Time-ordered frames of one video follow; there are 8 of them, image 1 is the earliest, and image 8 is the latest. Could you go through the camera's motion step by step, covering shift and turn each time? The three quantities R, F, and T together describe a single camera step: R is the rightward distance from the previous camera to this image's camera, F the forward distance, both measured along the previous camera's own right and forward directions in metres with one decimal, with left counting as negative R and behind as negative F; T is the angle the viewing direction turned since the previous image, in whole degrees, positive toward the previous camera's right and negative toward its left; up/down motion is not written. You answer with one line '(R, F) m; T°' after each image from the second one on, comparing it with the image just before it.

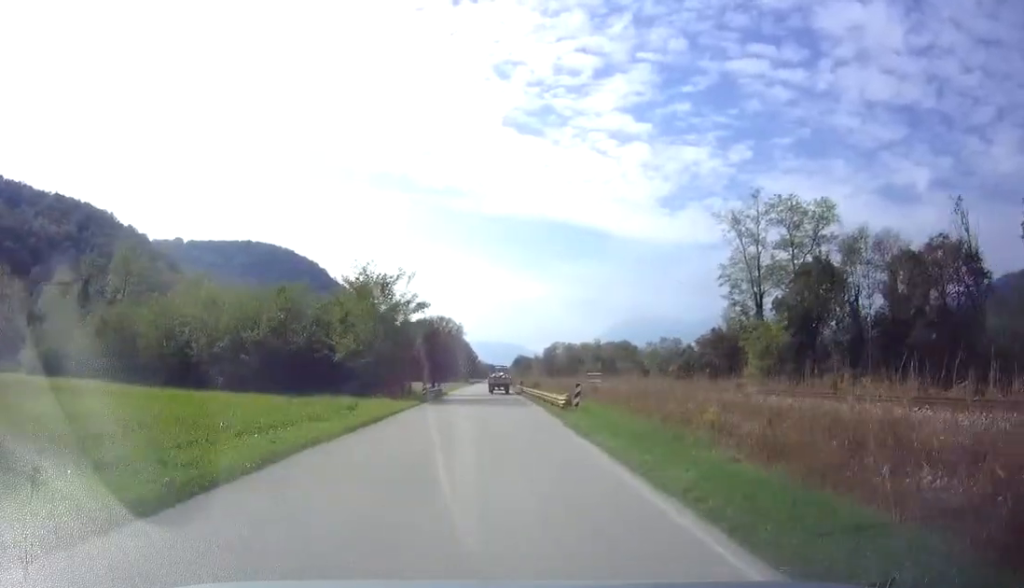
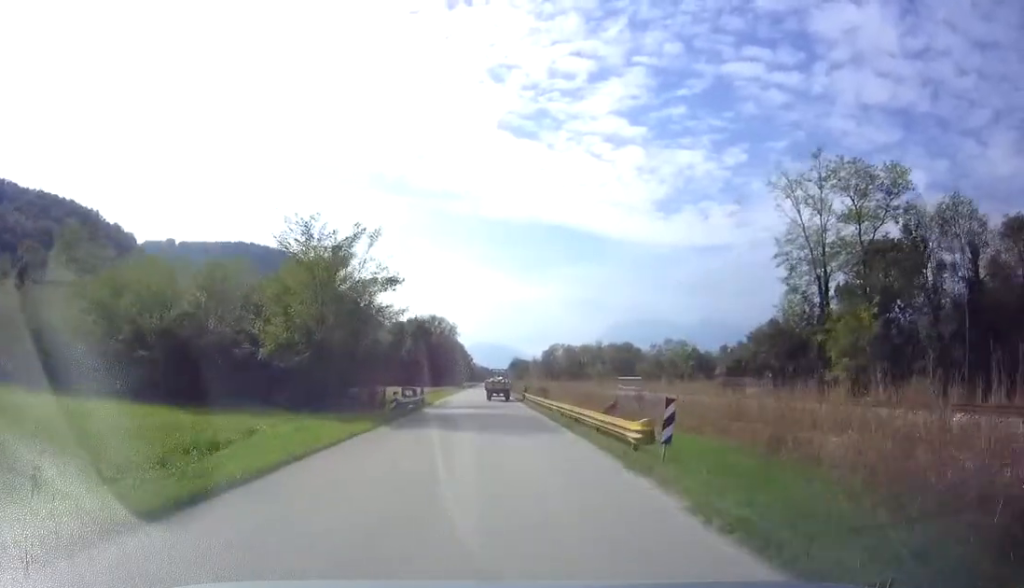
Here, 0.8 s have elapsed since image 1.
(0.0, +10.8) m; -1°
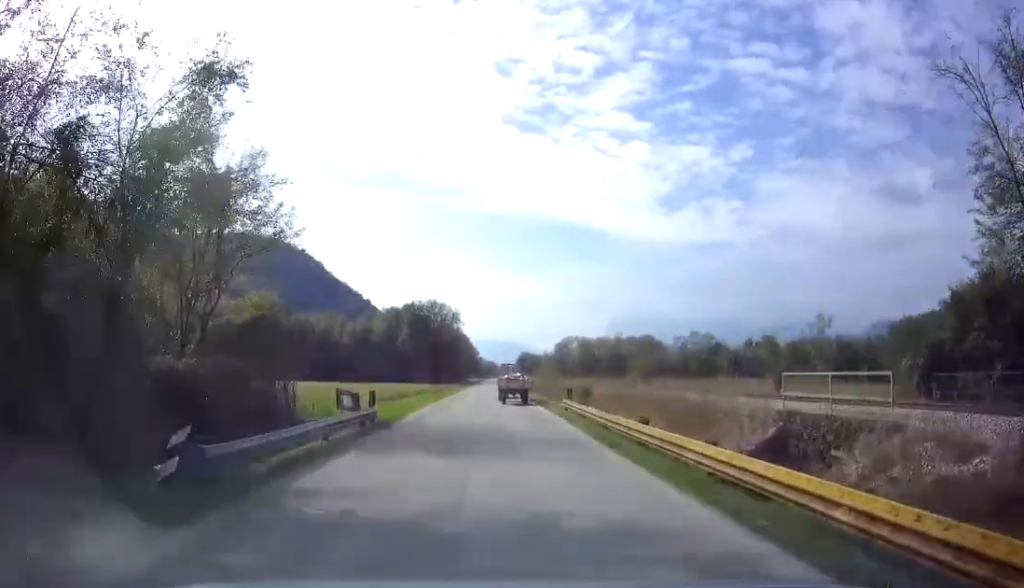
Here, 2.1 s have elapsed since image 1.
(-0.4, +18.9) m; -1°
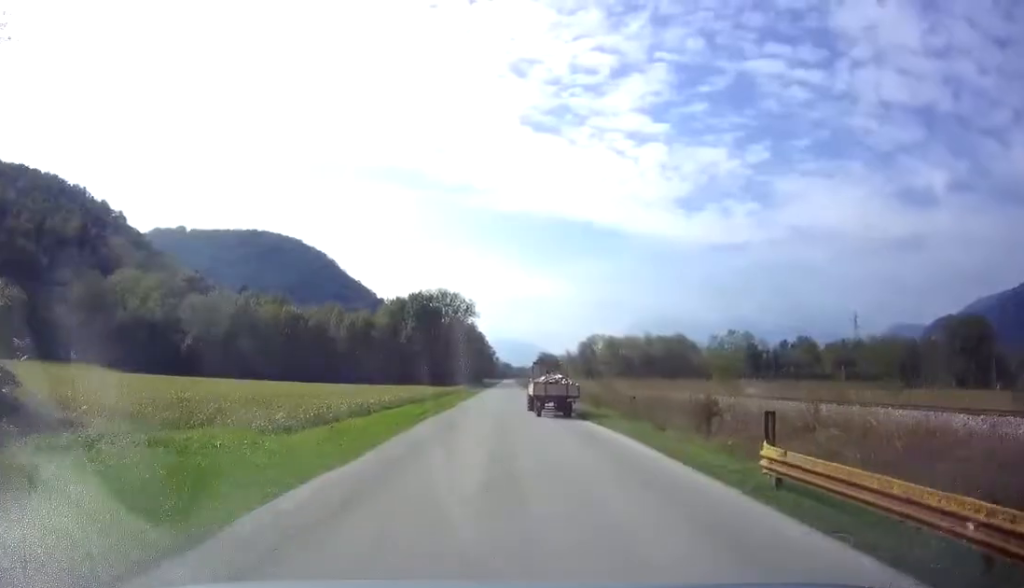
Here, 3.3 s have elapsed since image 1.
(0.0, +17.4) m; 0°
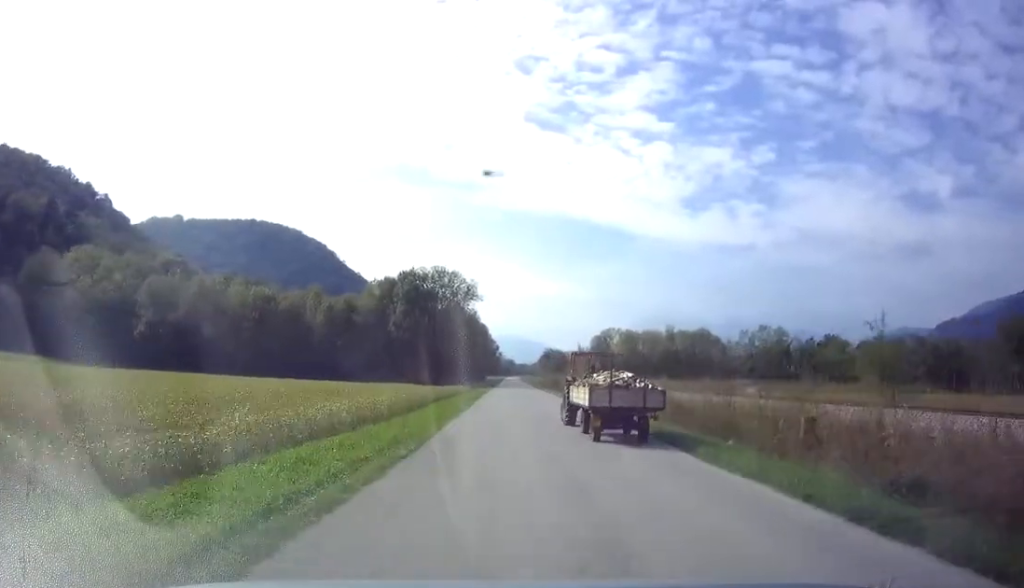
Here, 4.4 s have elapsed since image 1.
(0.0, +18.3) m; 0°
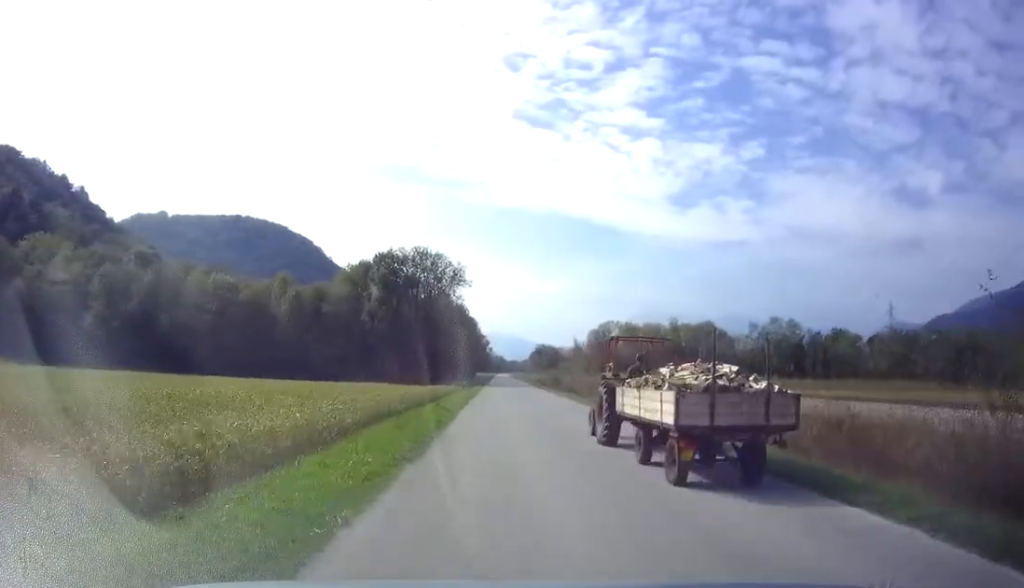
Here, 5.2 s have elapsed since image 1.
(0.0, +12.0) m; +1°
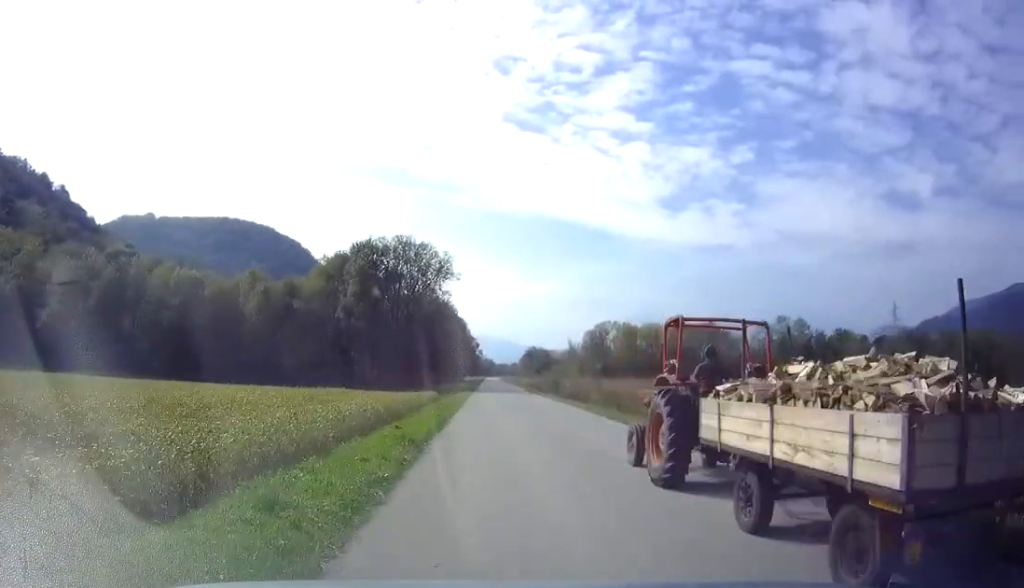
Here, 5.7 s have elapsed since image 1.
(-0.1, +8.3) m; +1°
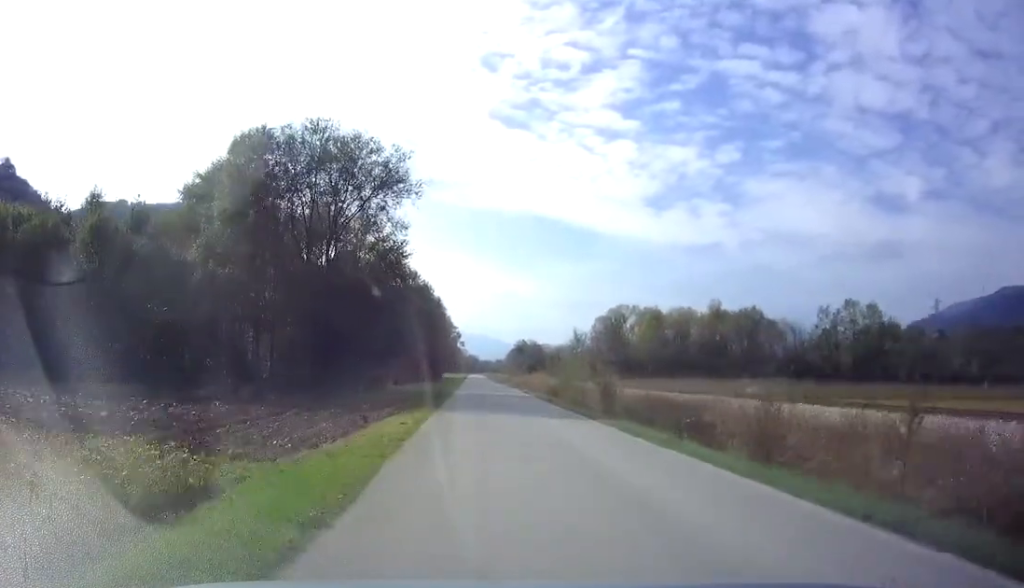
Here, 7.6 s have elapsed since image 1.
(+0.1, +32.9) m; 0°
